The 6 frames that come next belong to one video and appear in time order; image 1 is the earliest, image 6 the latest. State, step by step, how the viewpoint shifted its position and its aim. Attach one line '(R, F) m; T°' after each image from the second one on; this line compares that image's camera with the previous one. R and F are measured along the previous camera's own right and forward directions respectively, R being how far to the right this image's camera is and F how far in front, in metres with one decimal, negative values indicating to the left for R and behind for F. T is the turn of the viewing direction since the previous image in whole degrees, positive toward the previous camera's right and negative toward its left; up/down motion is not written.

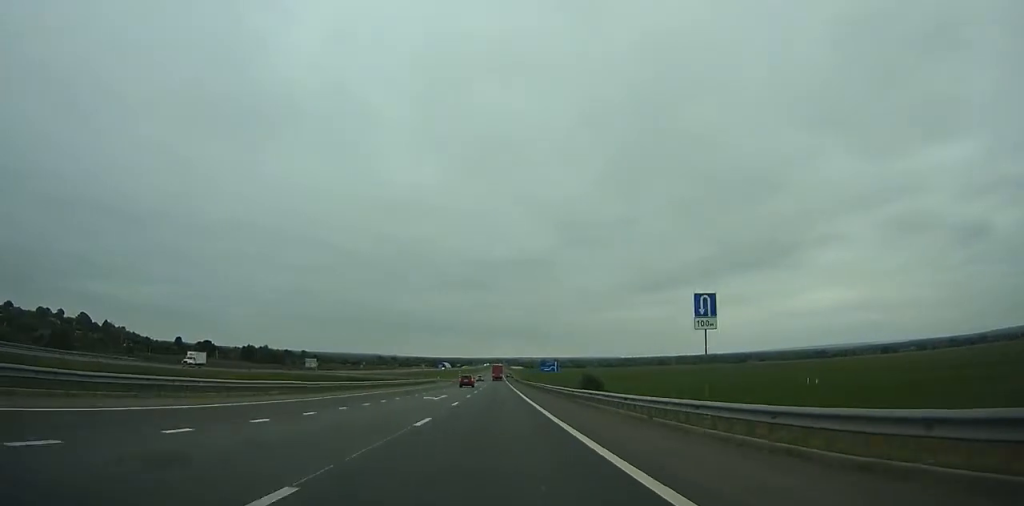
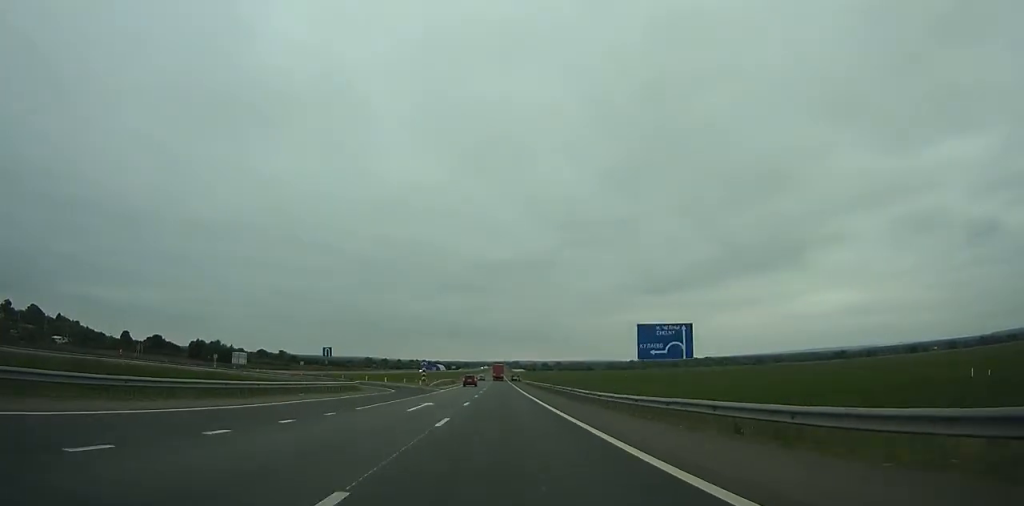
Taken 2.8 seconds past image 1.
(-0.1, +71.4) m; 0°
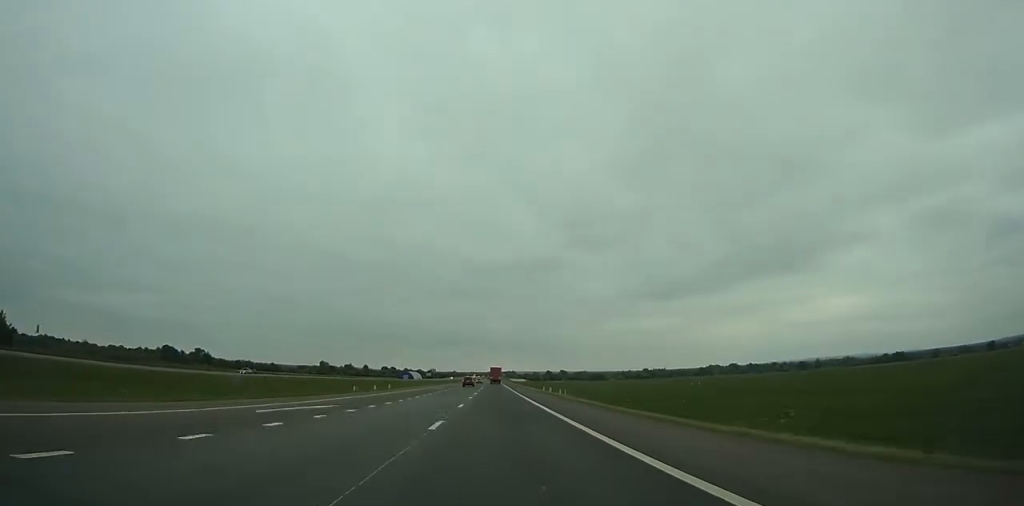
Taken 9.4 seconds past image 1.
(+0.3, +167.7) m; +1°
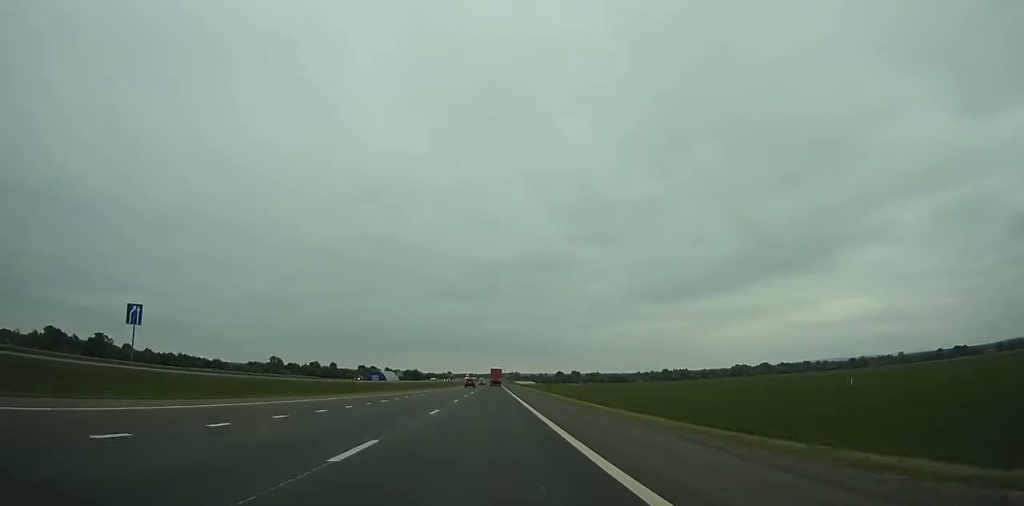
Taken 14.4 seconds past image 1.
(+0.5, +126.2) m; 0°
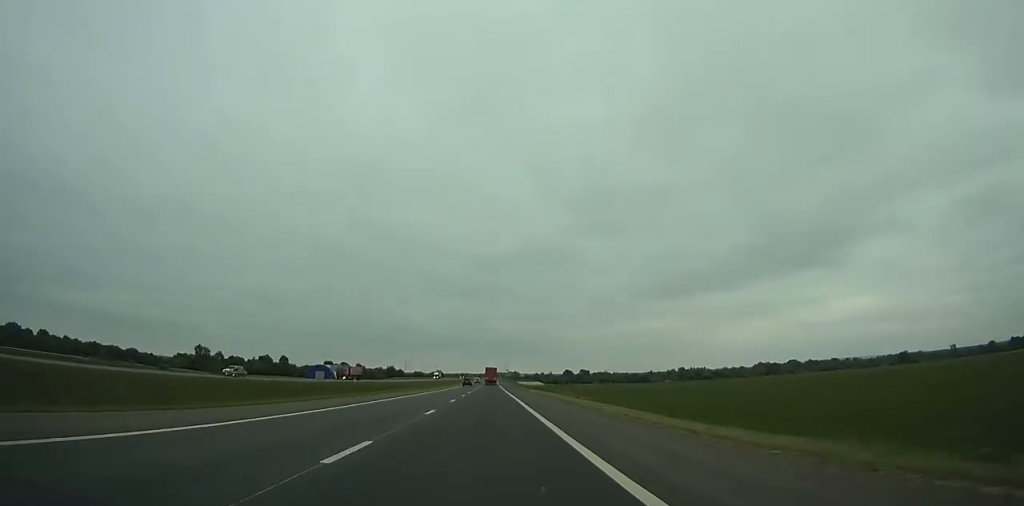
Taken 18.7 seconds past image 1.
(-0.1, +108.0) m; 0°
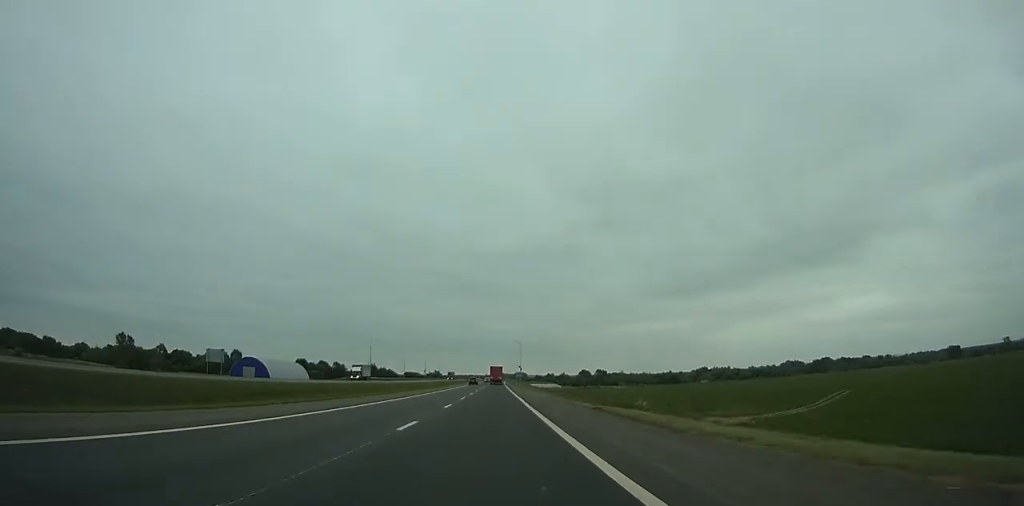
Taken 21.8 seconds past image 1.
(+0.1, +78.1) m; 0°
